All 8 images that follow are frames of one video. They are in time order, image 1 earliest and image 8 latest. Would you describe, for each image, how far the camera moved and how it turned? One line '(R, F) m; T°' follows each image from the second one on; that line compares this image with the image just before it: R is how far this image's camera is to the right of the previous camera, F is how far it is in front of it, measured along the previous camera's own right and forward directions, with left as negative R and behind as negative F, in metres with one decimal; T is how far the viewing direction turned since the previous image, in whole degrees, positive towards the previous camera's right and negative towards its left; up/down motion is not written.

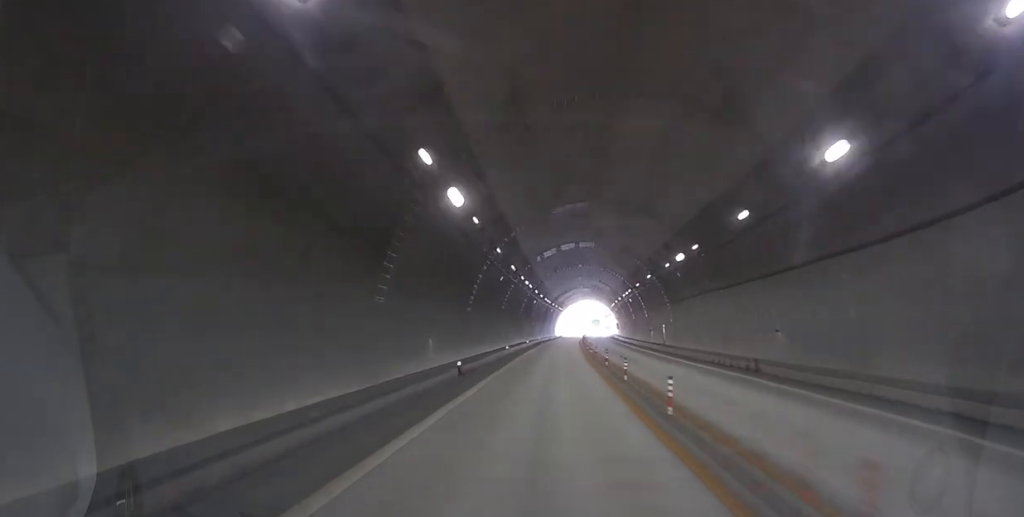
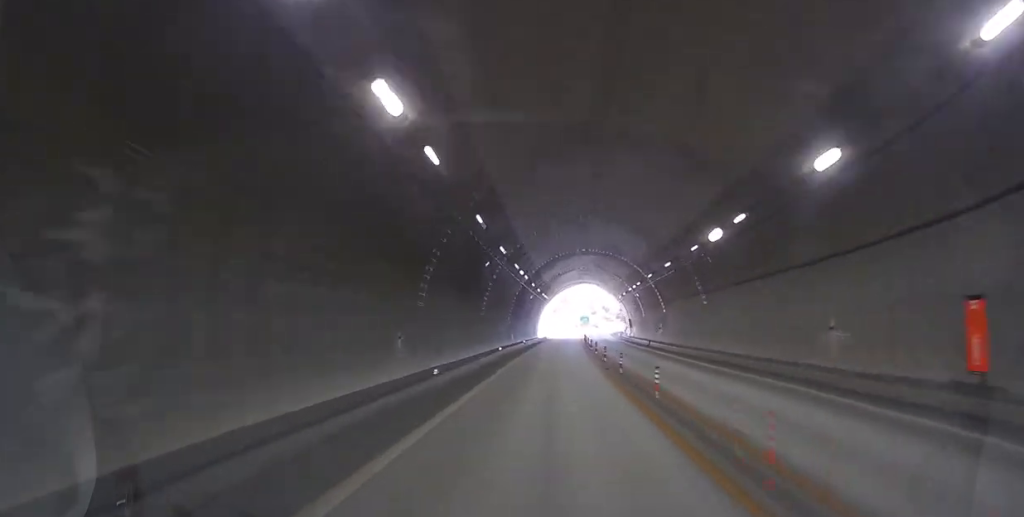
(0.0, +27.9) m; 0°
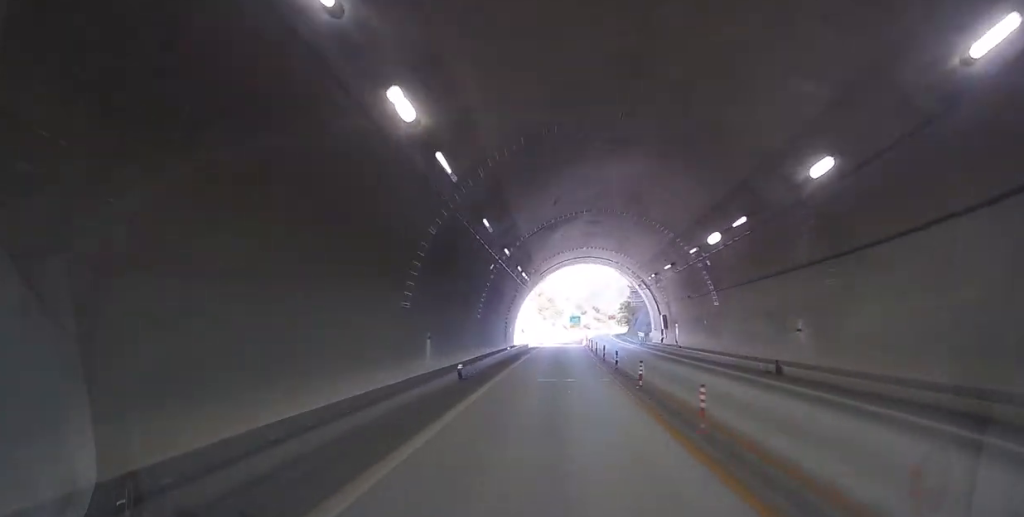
(0.0, +22.2) m; 0°
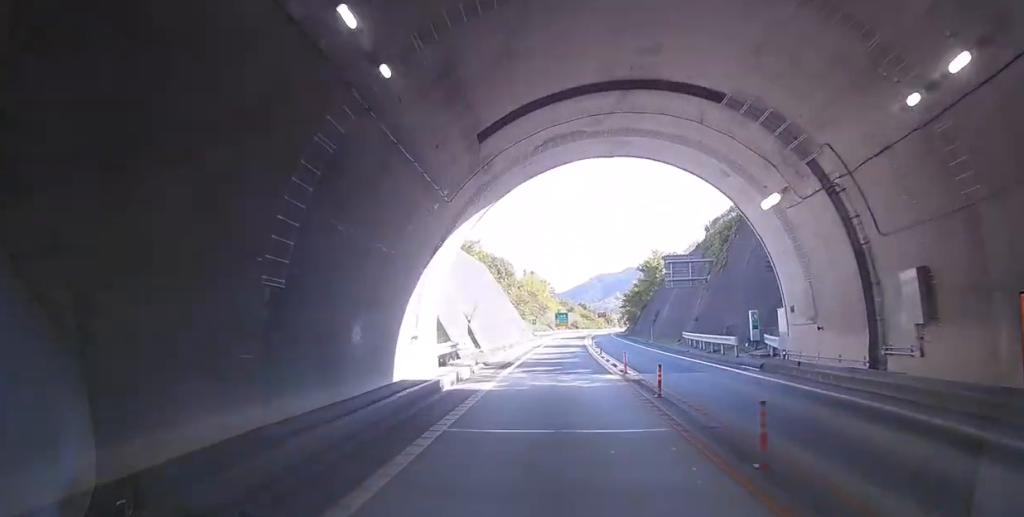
(0.0, +26.5) m; 0°
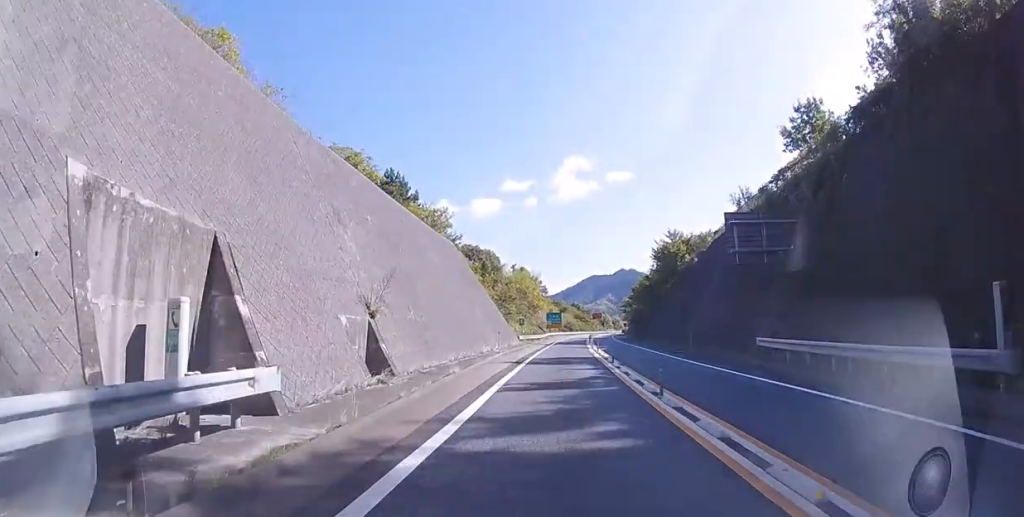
(0.0, +13.6) m; 0°
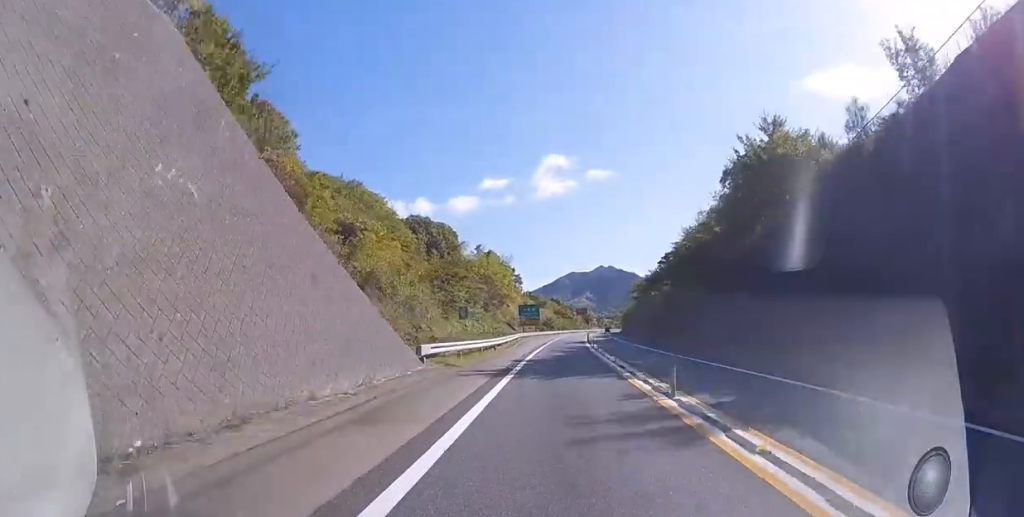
(0.0, +30.9) m; 0°
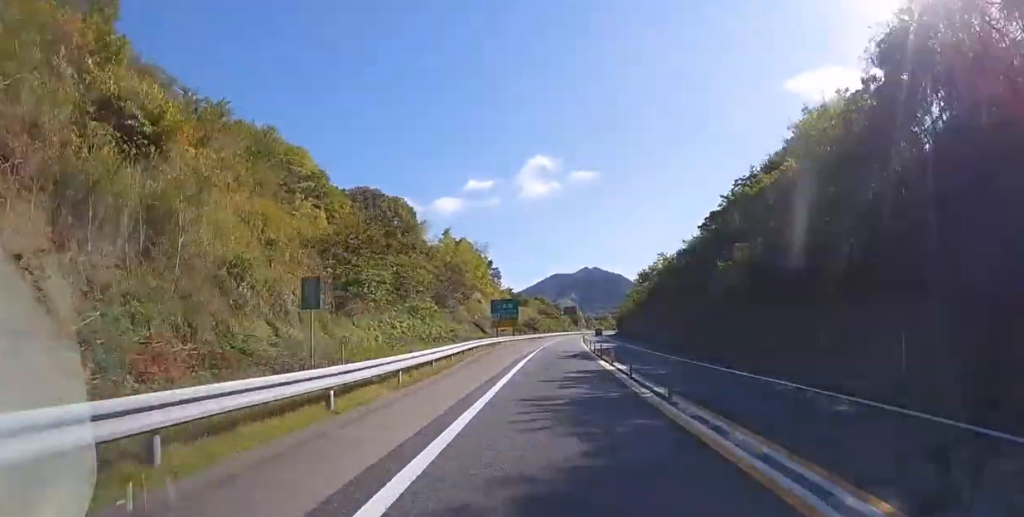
(0.0, +20.2) m; +5°
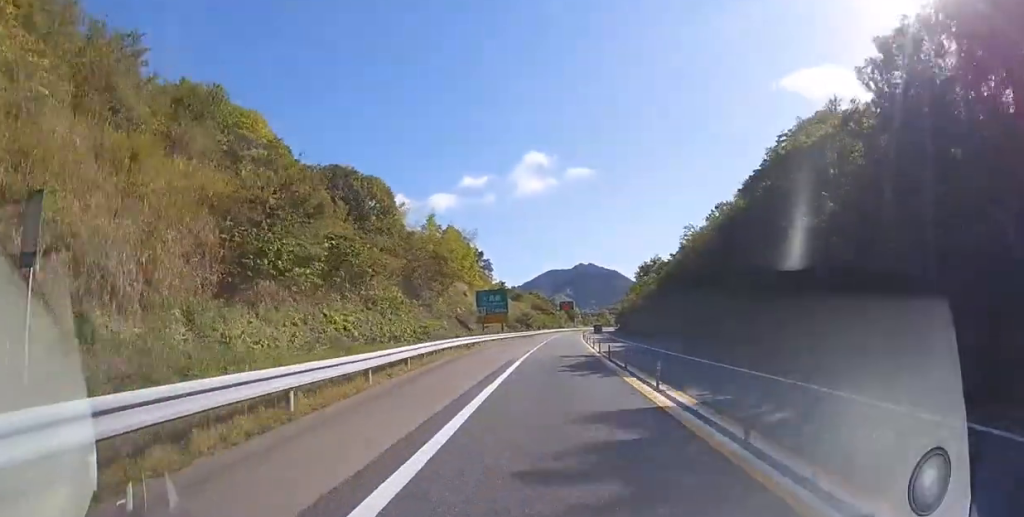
(+0.6, +8.6) m; +2°
